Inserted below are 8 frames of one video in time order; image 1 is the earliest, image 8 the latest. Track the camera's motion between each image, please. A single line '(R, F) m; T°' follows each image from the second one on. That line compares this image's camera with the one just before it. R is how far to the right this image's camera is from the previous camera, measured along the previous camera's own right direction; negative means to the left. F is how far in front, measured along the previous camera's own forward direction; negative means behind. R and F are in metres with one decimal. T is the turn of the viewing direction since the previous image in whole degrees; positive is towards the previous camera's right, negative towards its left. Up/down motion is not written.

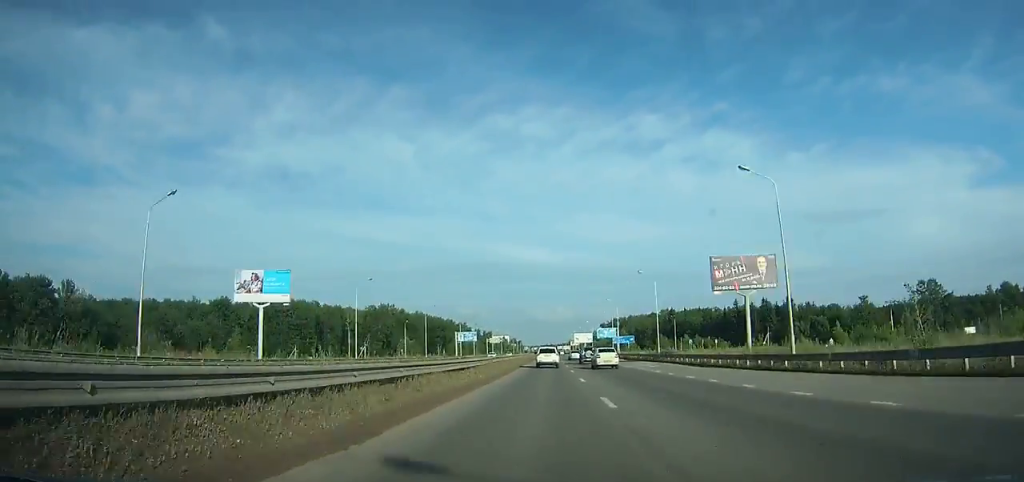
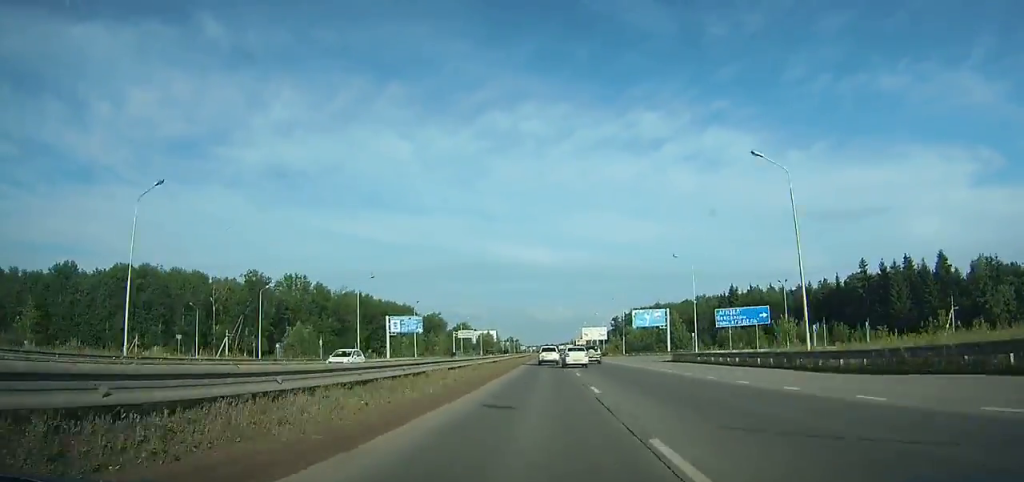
(+0.3, +78.8) m; 0°
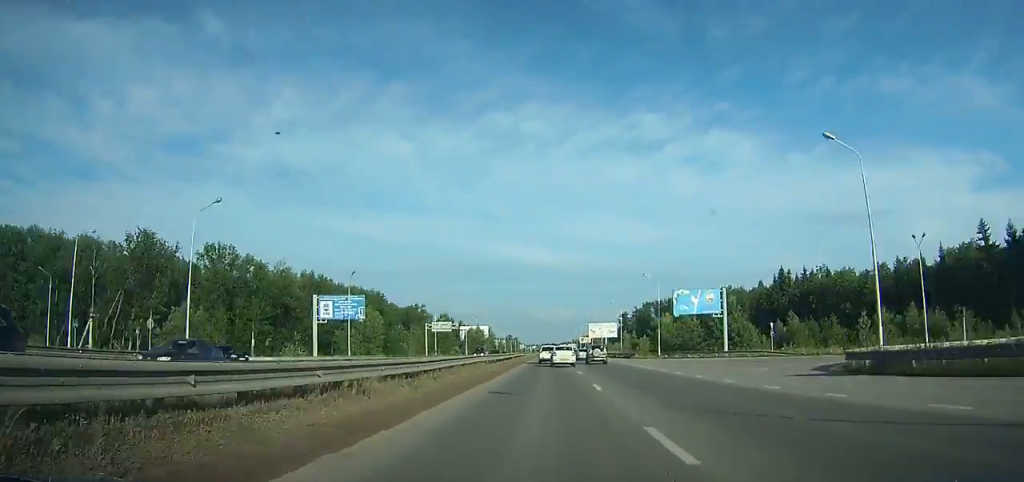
(0.0, +34.0) m; 0°
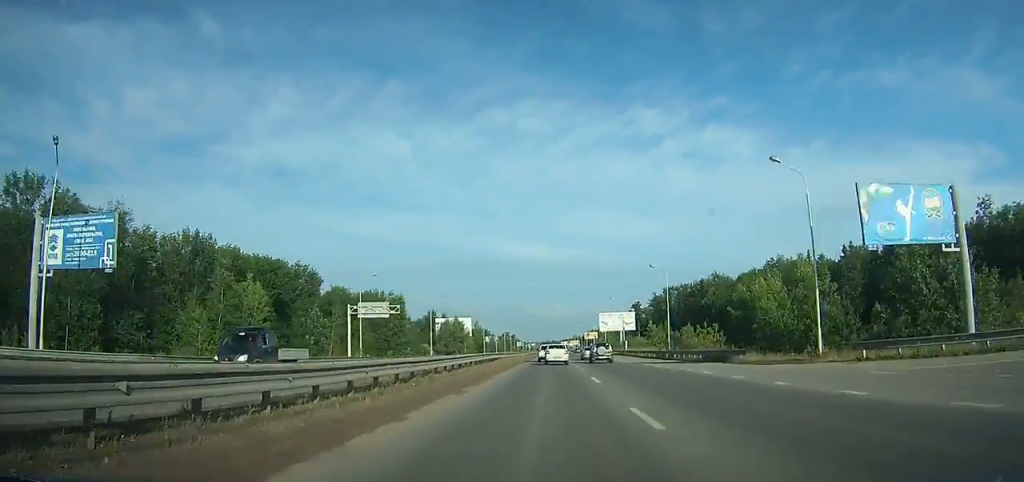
(0.0, +43.7) m; 0°
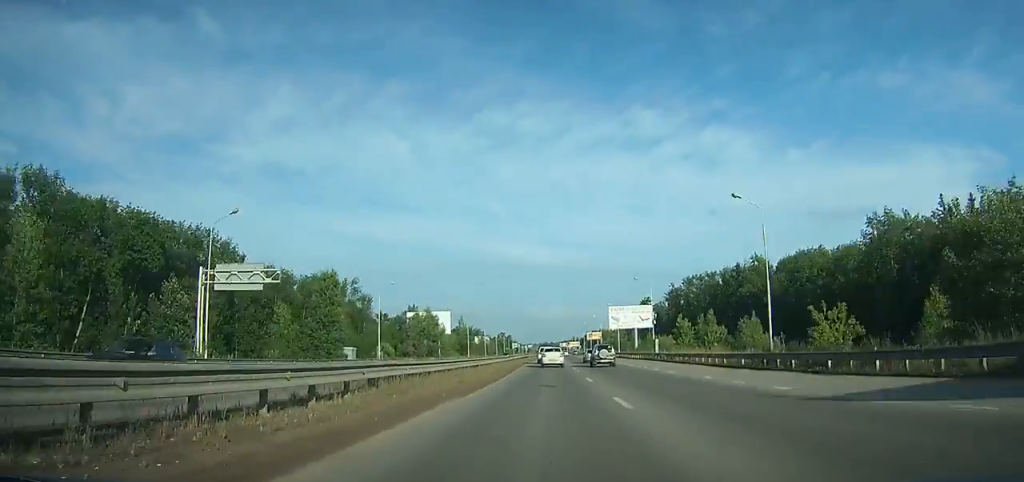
(0.0, +31.8) m; 0°
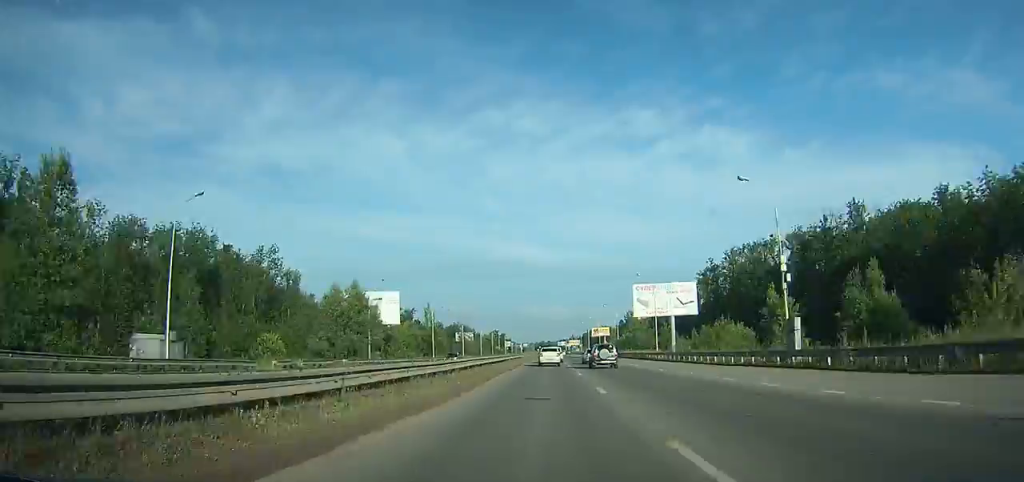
(0.0, +44.1) m; 0°
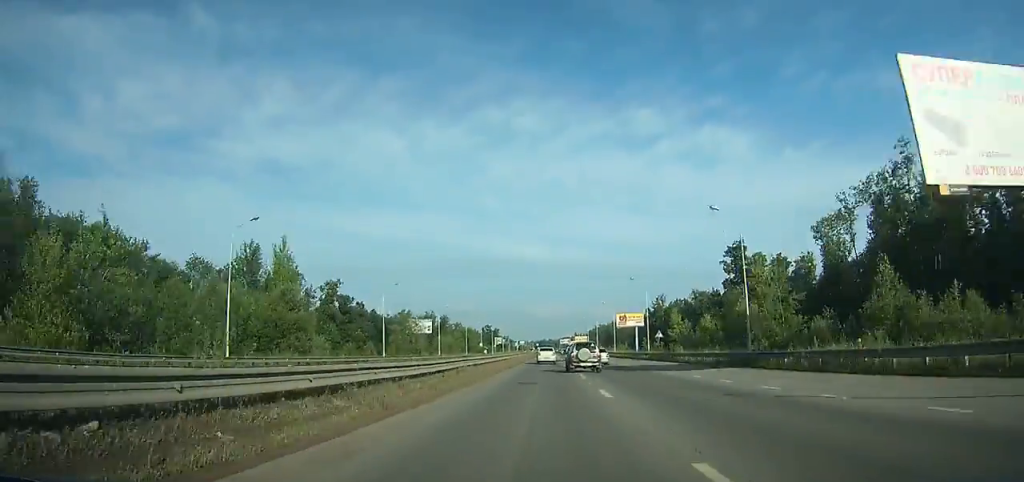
(+0.3, +71.0) m; 0°
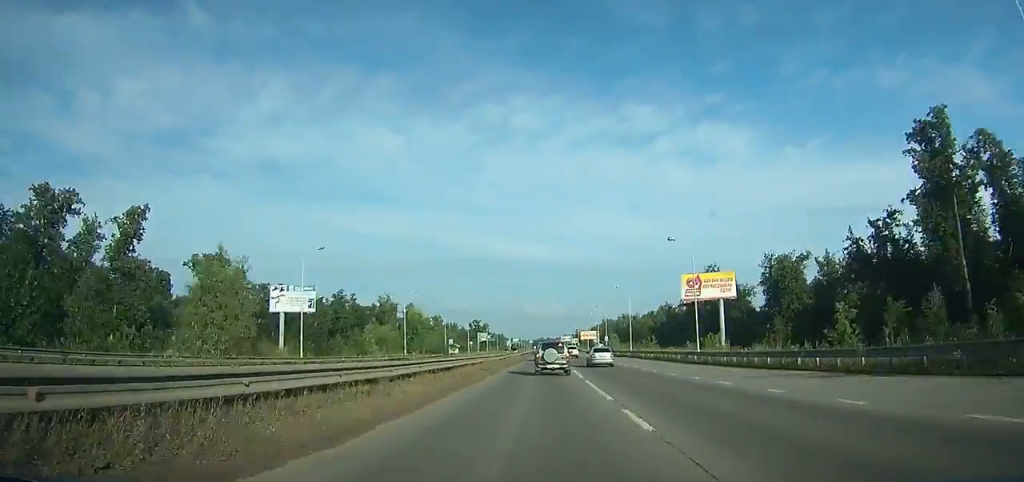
(-0.3, +65.7) m; -1°
